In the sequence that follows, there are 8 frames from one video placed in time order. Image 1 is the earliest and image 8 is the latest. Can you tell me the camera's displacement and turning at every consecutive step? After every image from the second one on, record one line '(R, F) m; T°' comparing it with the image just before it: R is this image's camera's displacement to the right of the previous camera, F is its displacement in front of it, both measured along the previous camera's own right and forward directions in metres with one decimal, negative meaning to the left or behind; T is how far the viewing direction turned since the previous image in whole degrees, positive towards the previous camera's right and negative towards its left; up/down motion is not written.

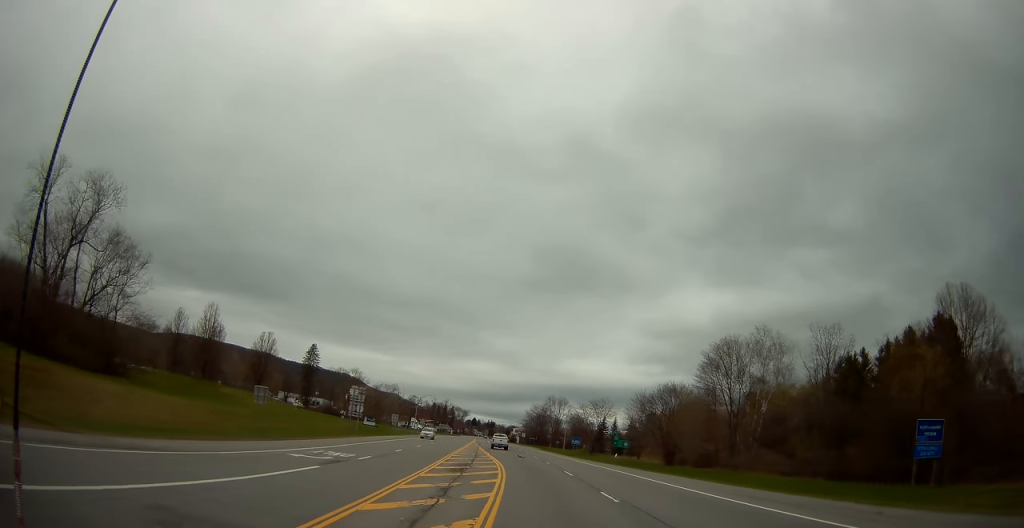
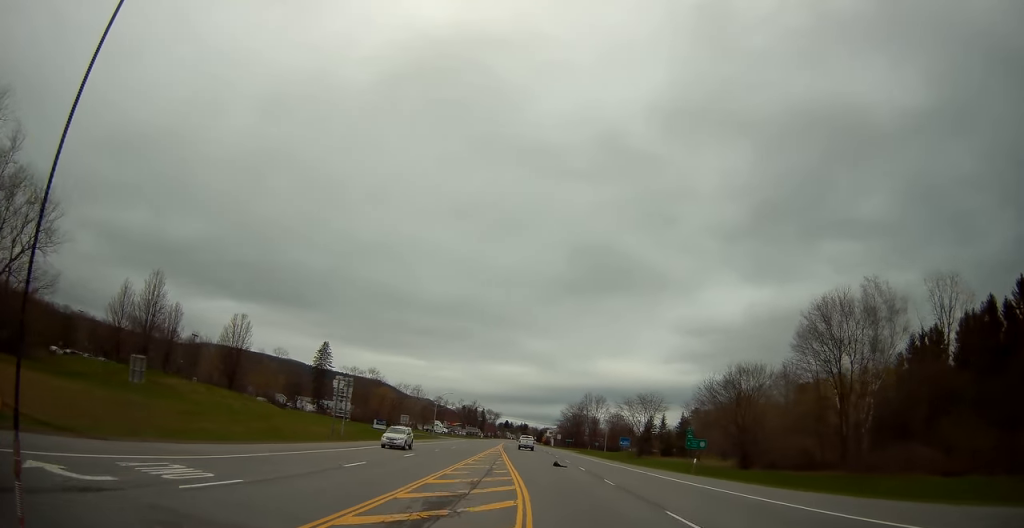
(-0.9, +18.0) m; -4°
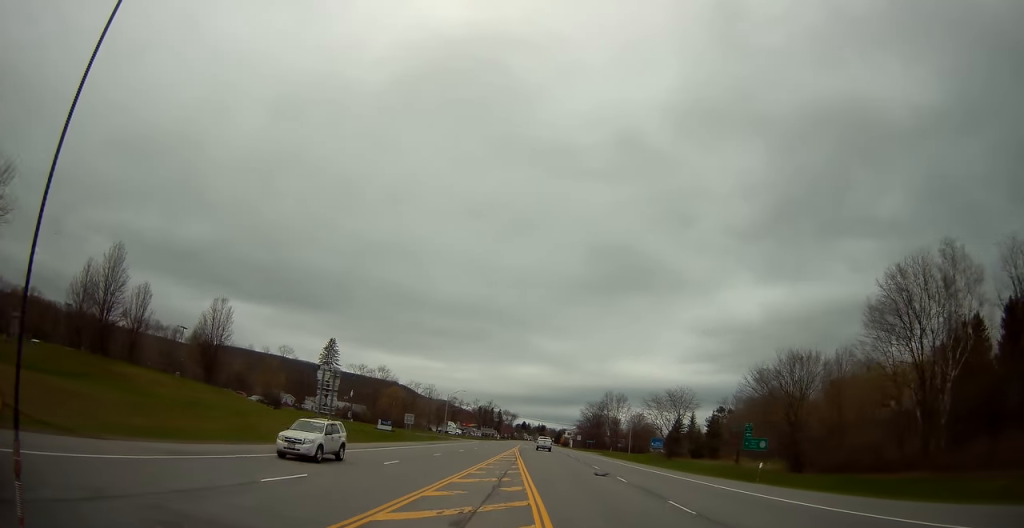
(-0.2, +9.4) m; 0°
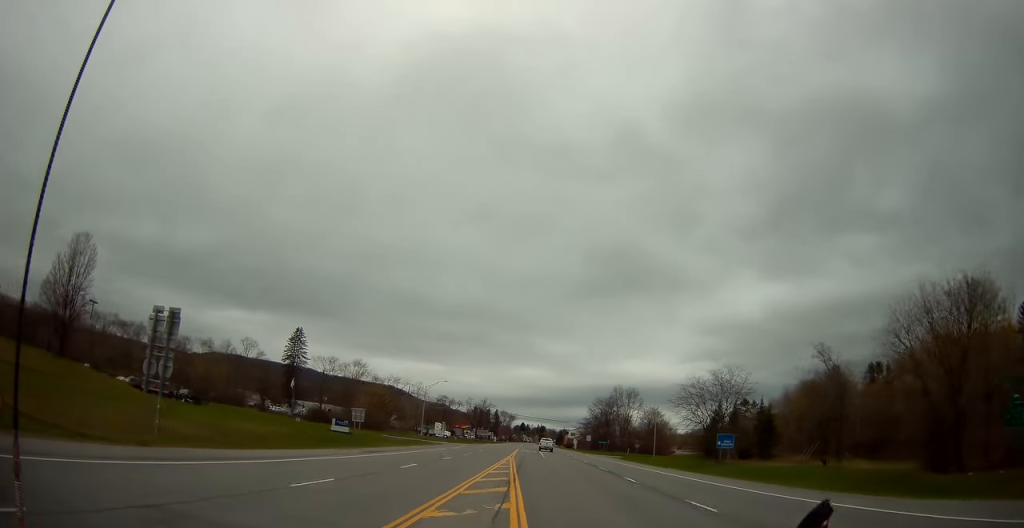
(+0.4, +24.0) m; +1°
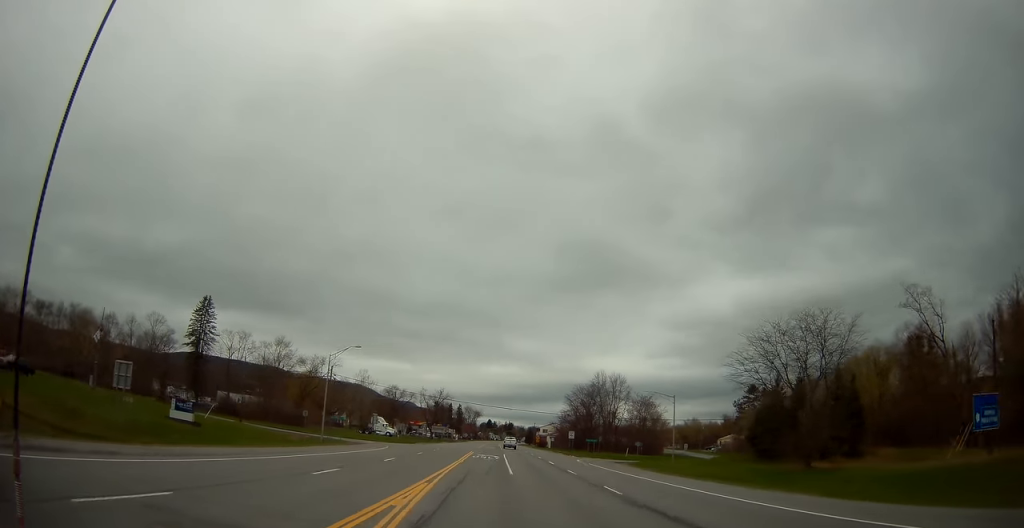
(+0.4, +31.2) m; +2°
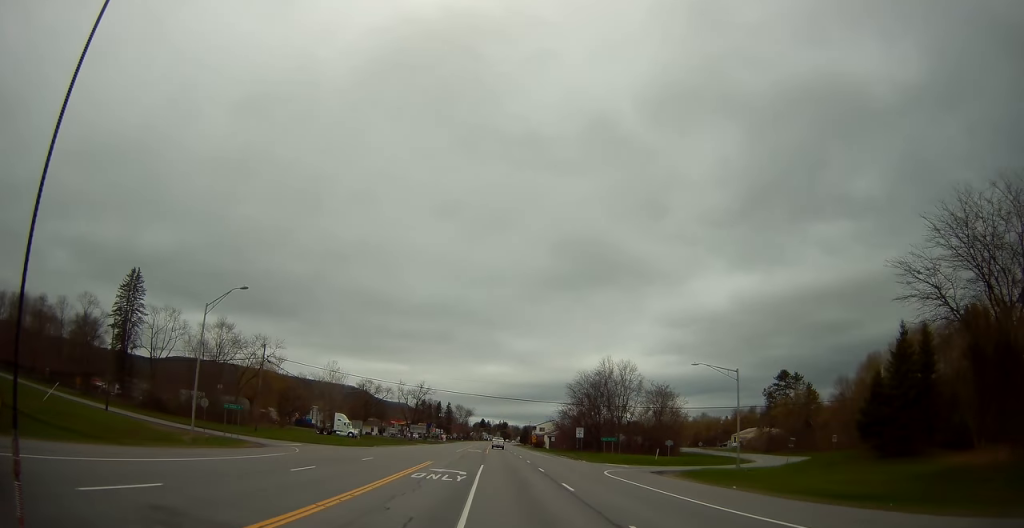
(+0.3, +22.7) m; 0°
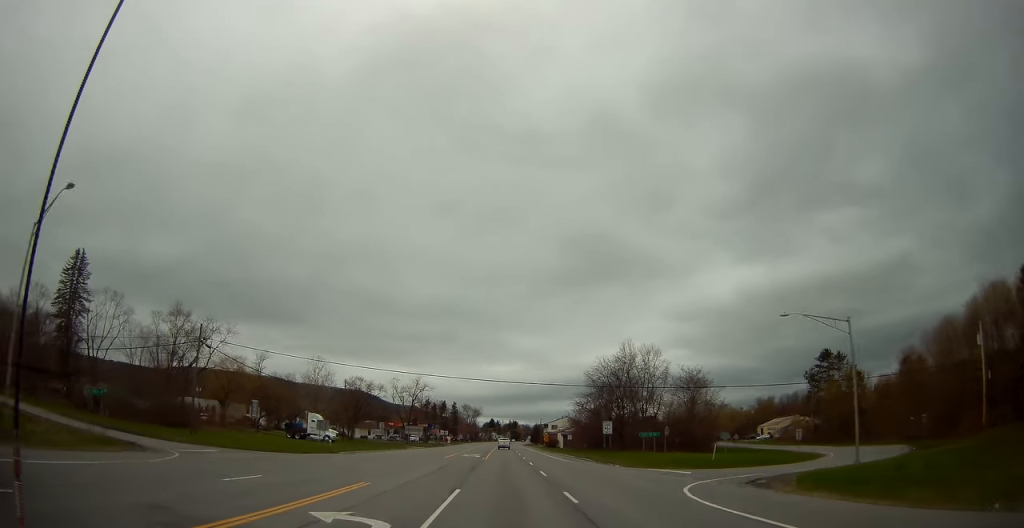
(-0.1, +16.7) m; -1°
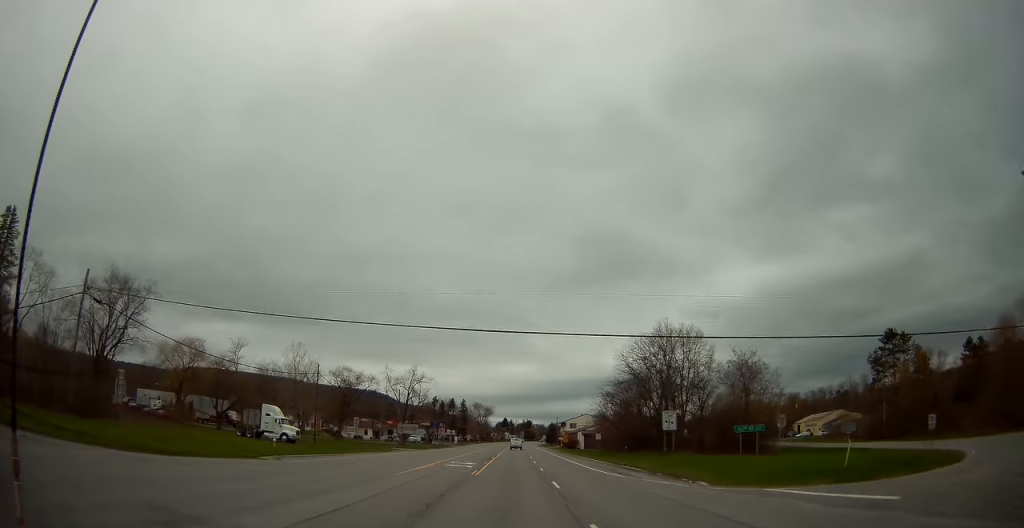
(-0.2, +19.4) m; -1°
